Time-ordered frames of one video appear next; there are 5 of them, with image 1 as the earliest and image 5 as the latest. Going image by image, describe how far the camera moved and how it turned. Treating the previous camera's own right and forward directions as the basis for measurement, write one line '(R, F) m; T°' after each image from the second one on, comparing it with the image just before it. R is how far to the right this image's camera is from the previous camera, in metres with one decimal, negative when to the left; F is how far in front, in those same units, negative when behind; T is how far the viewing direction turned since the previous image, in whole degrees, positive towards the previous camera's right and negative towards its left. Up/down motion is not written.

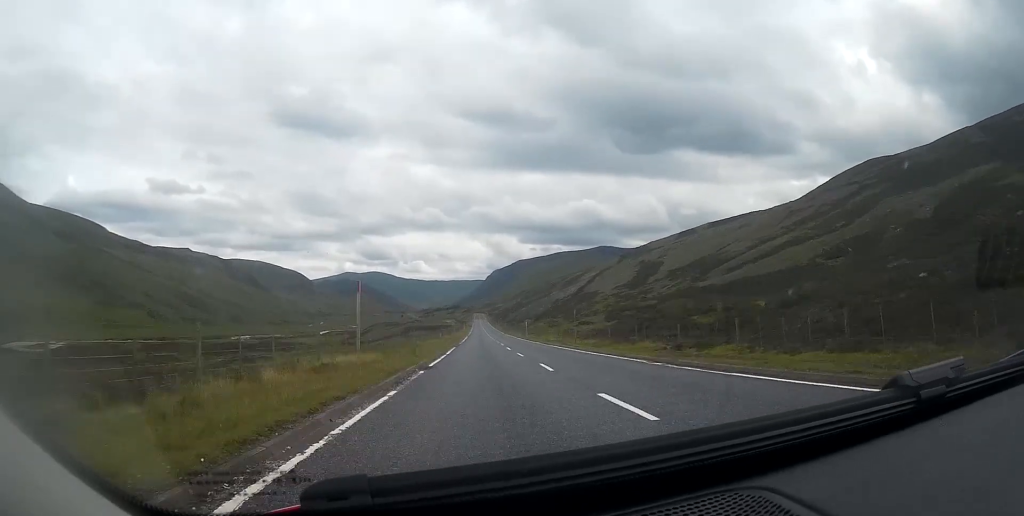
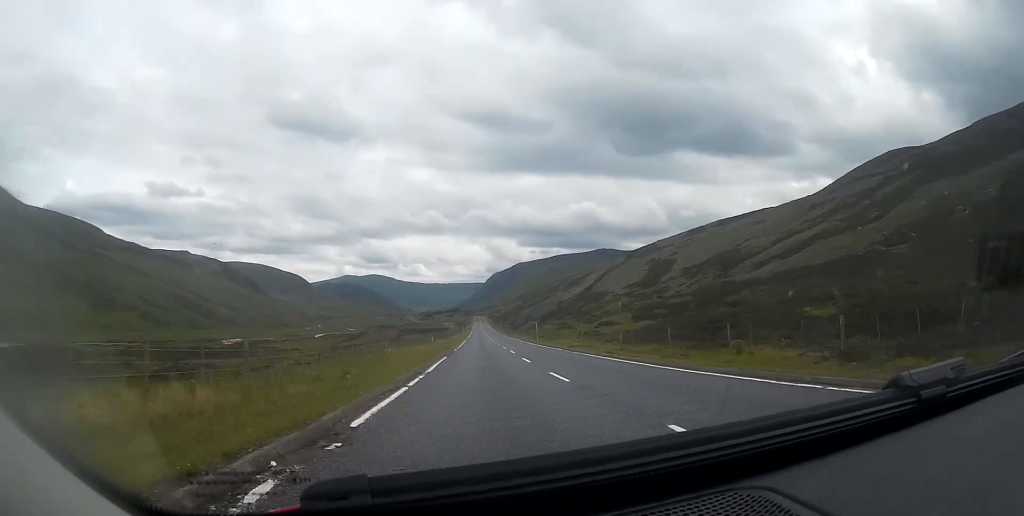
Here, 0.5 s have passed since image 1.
(-0.1, +12.8) m; 0°
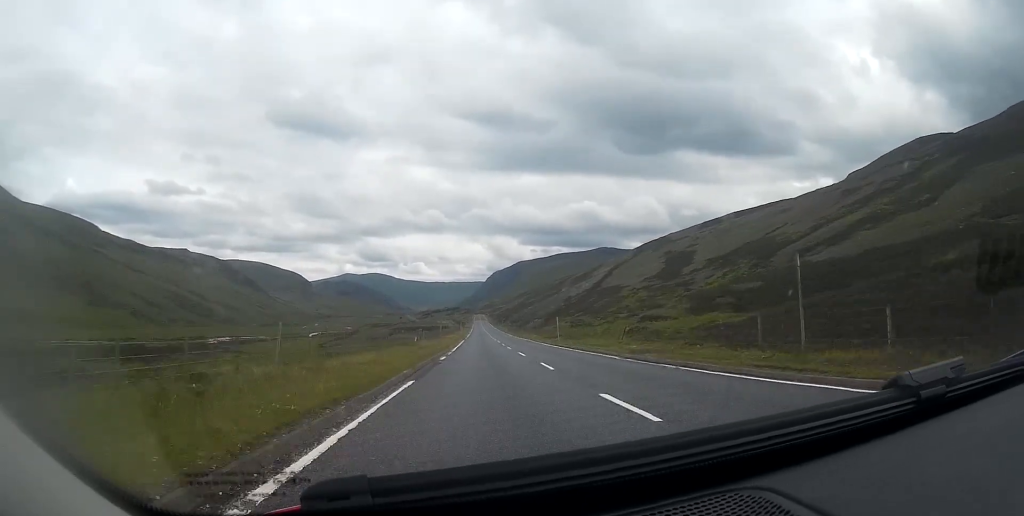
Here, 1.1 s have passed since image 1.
(-0.1, +16.2) m; 0°
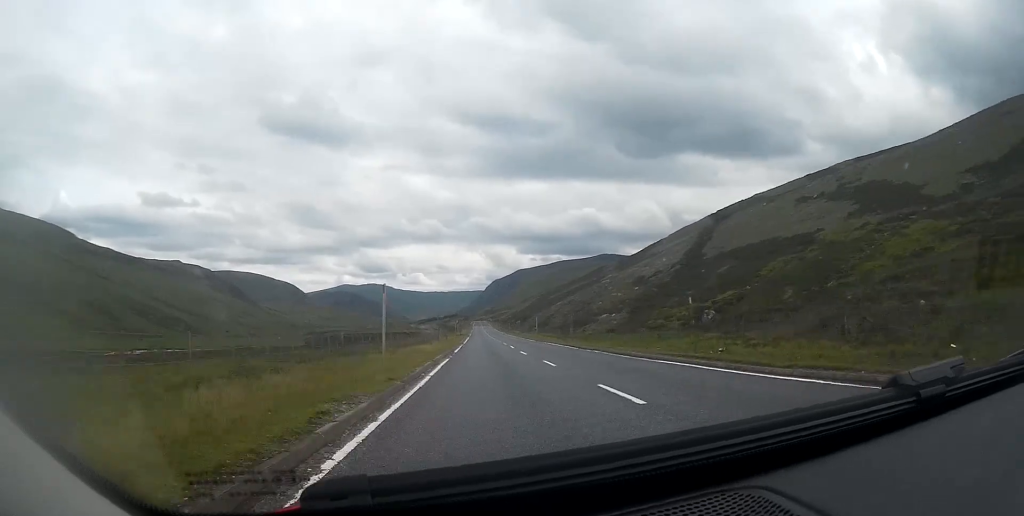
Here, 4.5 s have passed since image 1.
(+0.3, +84.5) m; 0°
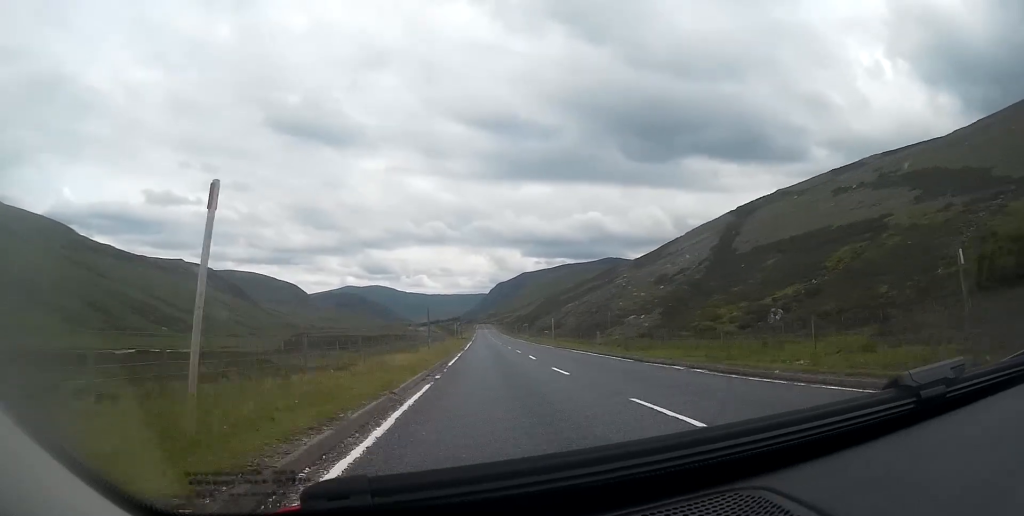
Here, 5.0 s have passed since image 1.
(0.0, +11.6) m; 0°
